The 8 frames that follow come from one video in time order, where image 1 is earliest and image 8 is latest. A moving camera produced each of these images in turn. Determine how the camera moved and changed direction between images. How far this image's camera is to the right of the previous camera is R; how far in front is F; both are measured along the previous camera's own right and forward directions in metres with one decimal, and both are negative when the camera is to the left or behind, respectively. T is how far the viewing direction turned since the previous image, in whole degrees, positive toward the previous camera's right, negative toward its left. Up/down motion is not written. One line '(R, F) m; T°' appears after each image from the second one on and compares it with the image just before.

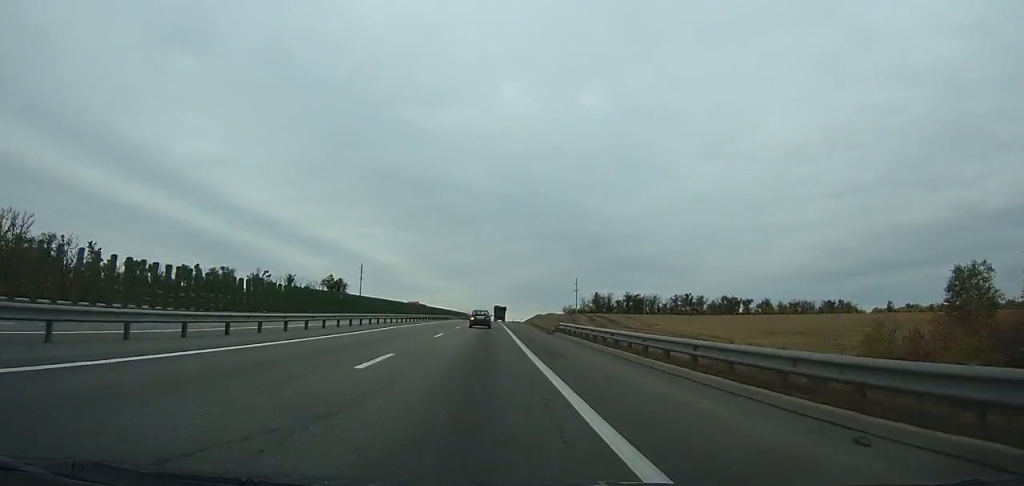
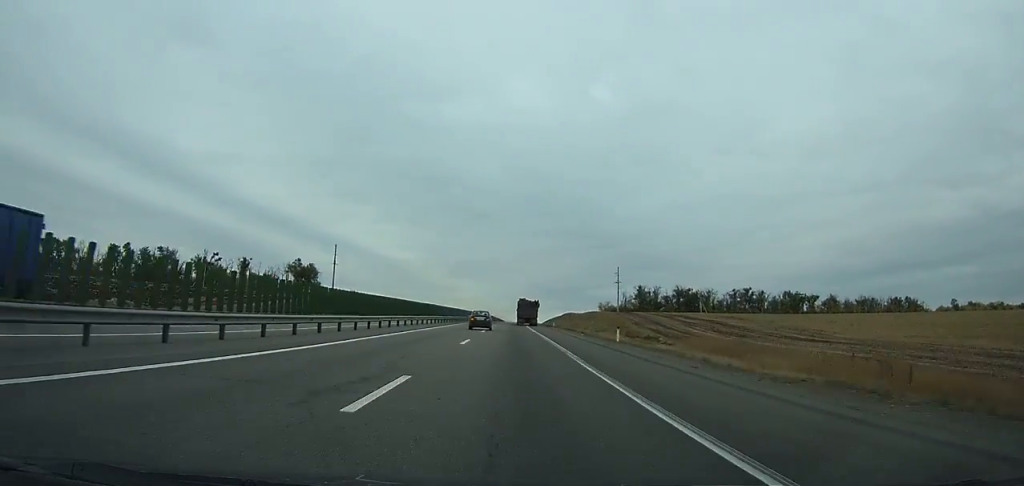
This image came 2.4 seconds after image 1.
(-0.1, +75.0) m; 0°
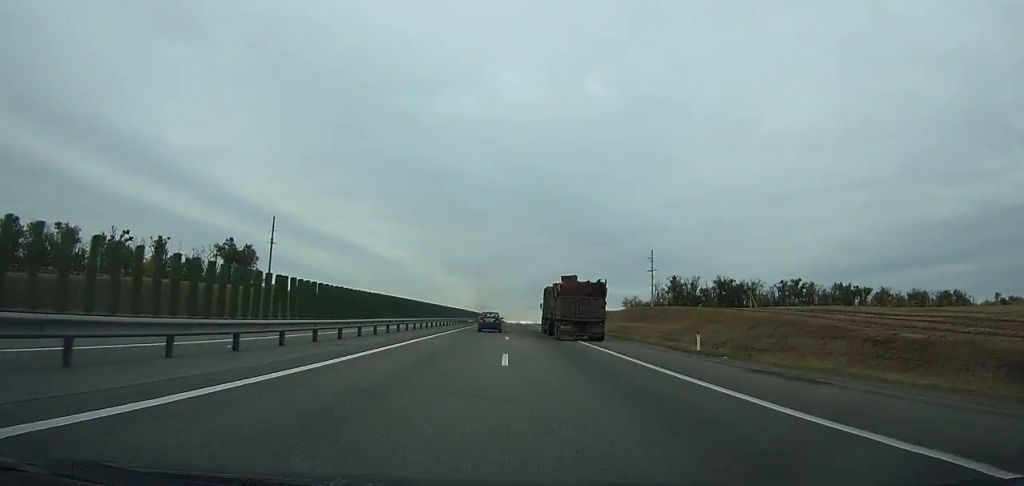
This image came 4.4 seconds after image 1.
(-0.1, +61.8) m; 0°
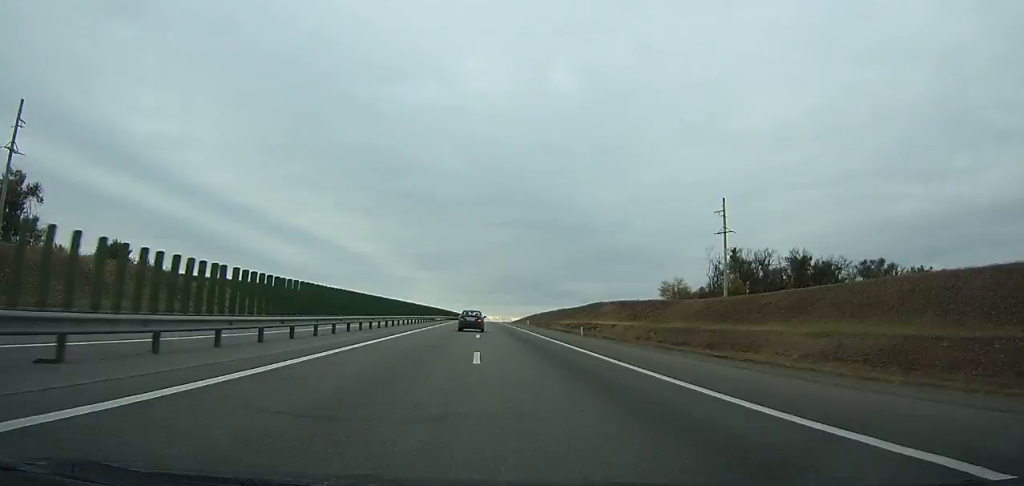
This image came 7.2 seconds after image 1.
(0.0, +83.7) m; +1°
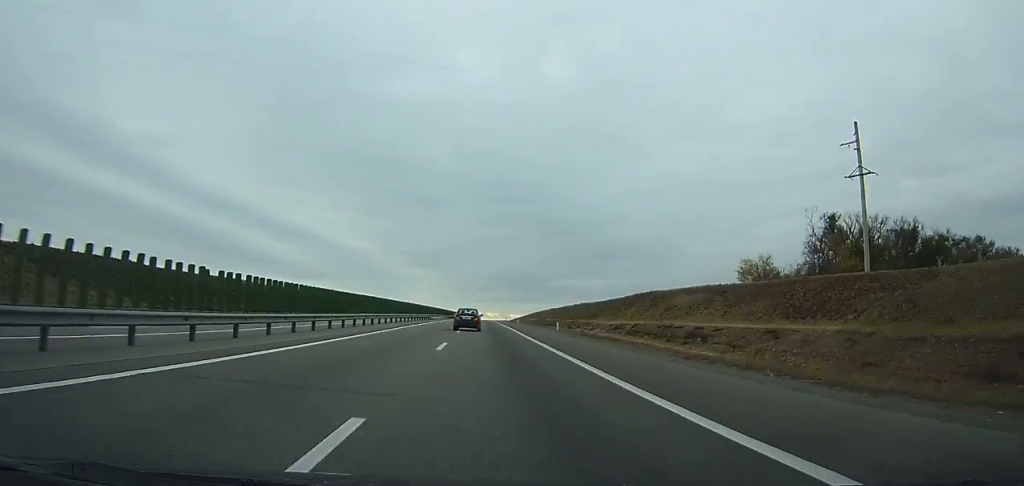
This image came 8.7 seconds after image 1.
(+0.8, +43.7) m; +1°
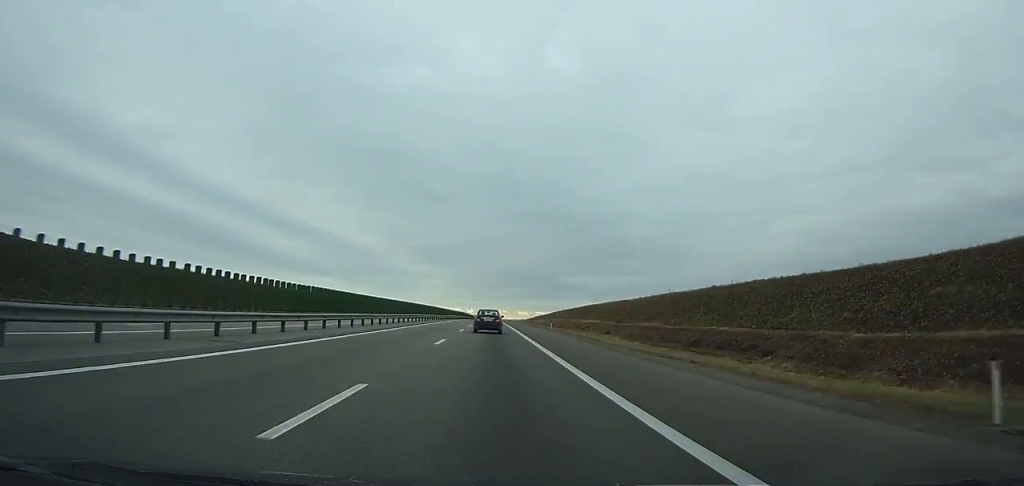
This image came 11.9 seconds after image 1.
(+0.6, +95.7) m; 0°
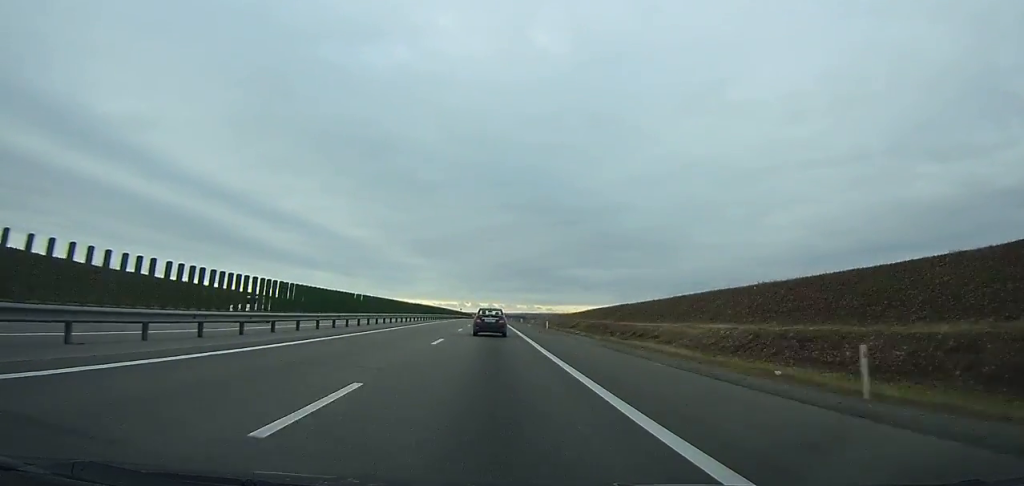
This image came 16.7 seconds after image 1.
(-0.1, +141.4) m; 0°
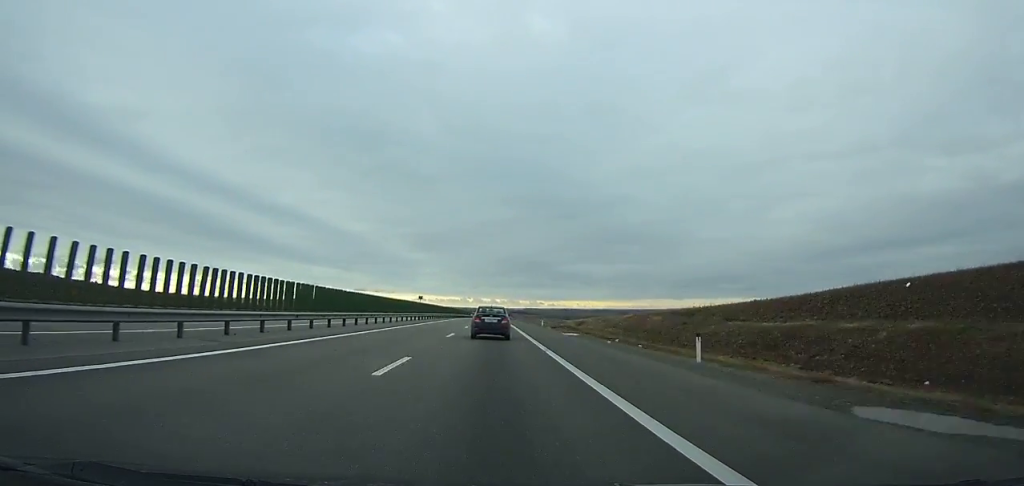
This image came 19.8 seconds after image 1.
(+0.1, +86.3) m; 0°
